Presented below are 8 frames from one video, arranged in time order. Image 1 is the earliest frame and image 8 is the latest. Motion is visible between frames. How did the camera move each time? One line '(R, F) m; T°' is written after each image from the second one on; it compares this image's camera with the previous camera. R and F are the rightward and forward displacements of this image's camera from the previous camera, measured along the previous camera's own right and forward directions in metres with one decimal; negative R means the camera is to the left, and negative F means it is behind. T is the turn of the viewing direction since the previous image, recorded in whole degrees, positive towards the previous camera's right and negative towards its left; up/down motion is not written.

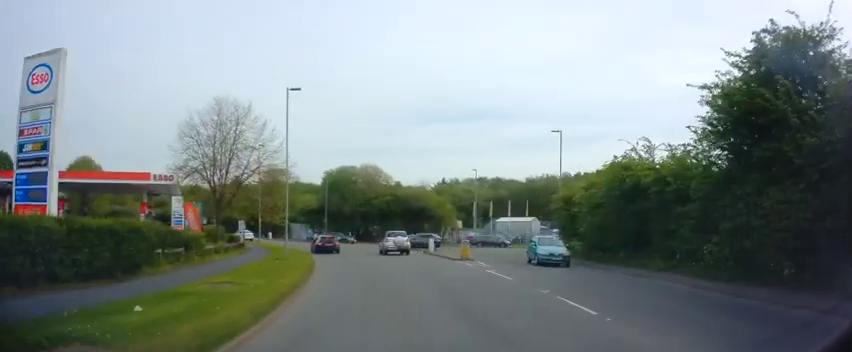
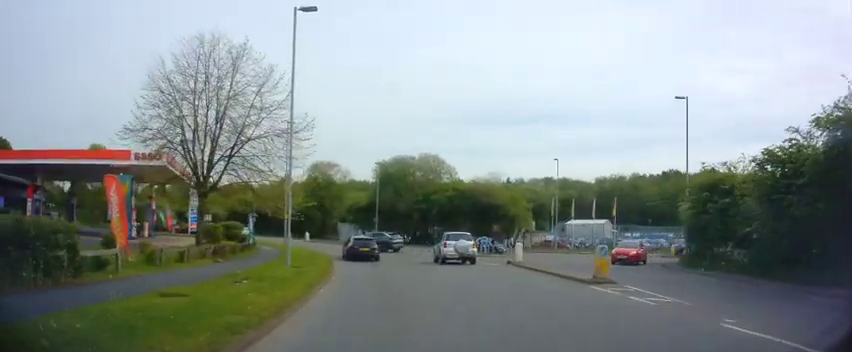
(-0.1, +11.6) m; -5°
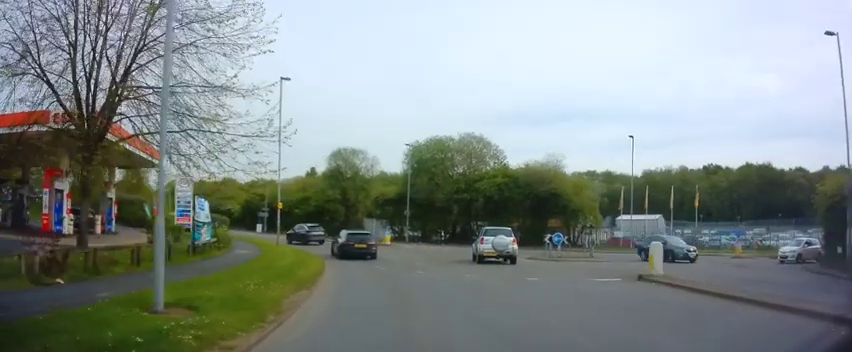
(-0.9, +11.0) m; -3°
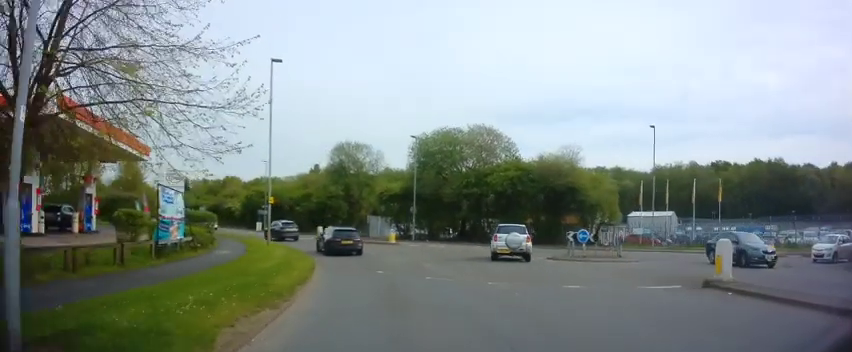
(0.0, +3.0) m; 0°
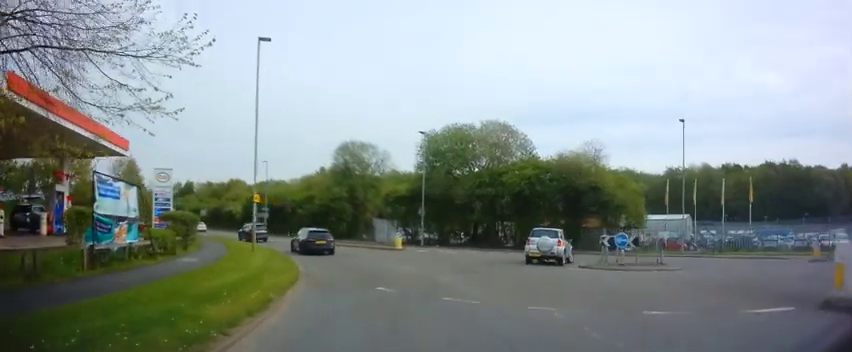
(+0.2, +4.0) m; -2°
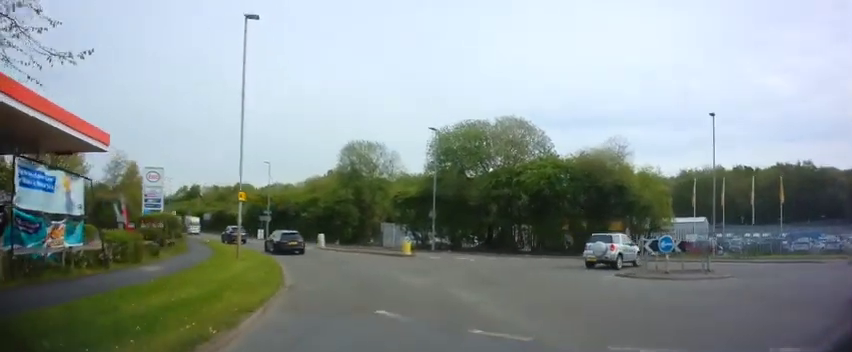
(-0.4, +3.3) m; -4°
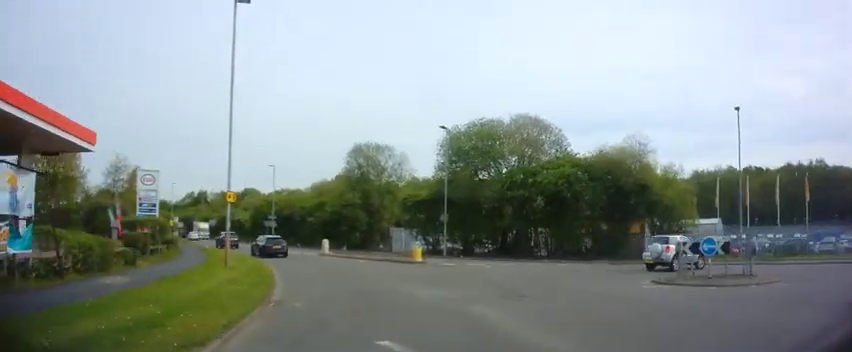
(-0.1, +2.2) m; -2°
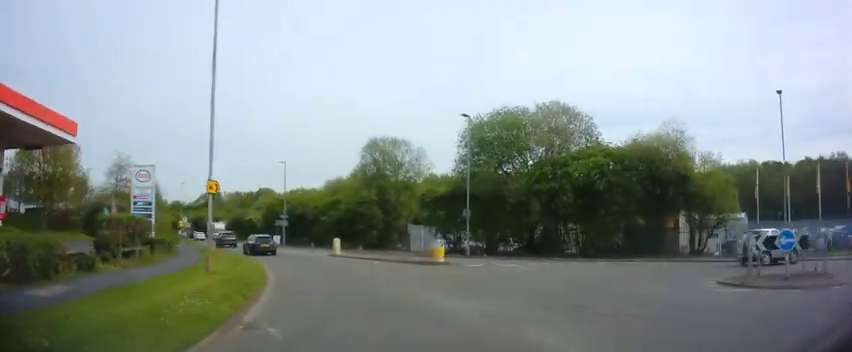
(+0.1, +2.9) m; -3°
